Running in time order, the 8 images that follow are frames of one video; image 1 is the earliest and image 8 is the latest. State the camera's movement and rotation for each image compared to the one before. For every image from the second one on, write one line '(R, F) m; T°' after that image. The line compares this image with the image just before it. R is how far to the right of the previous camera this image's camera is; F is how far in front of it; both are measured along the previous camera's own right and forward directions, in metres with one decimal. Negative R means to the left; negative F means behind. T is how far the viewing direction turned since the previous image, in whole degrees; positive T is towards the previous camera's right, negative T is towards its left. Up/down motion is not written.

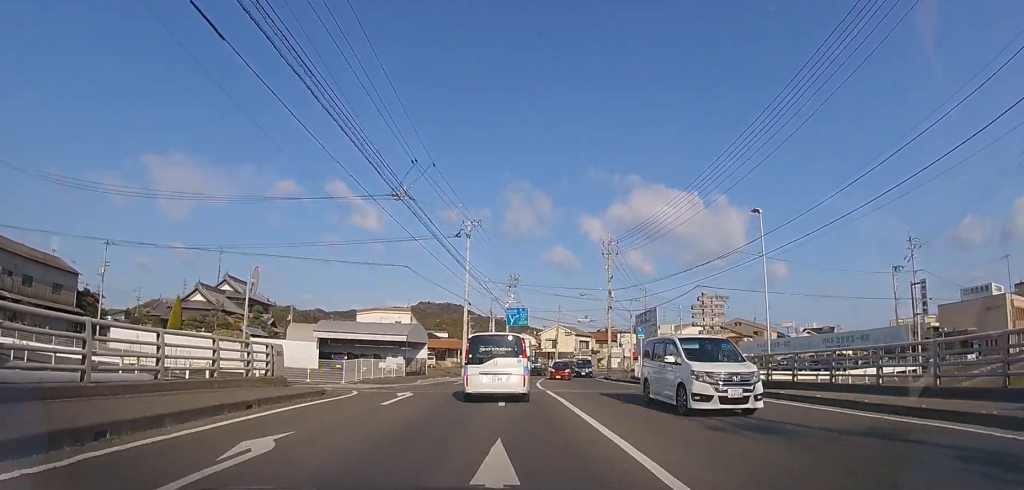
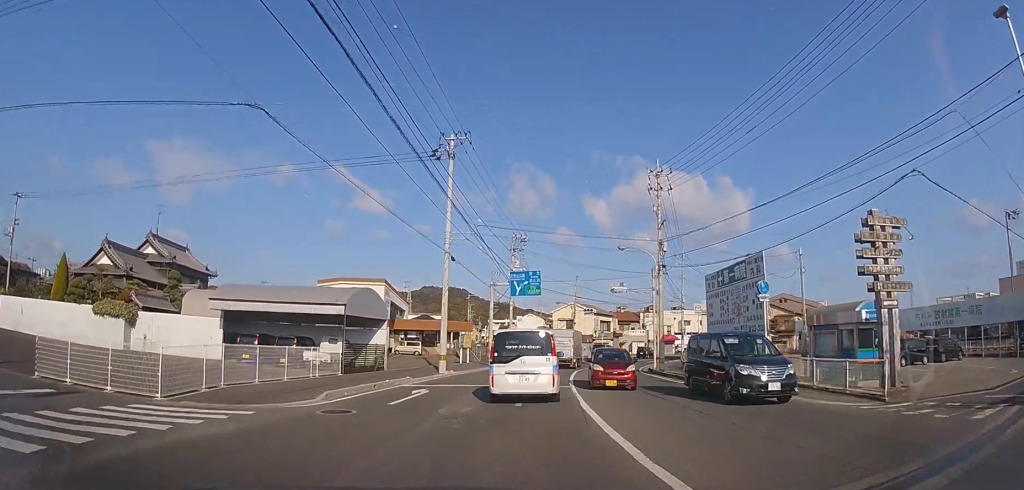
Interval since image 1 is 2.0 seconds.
(+0.1, +15.5) m; +2°
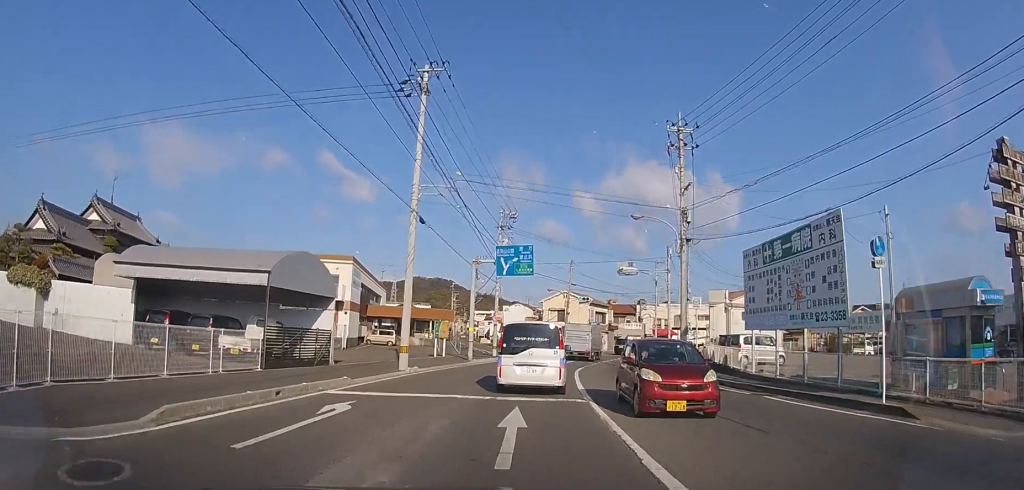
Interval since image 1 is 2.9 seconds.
(+0.1, +6.7) m; +1°
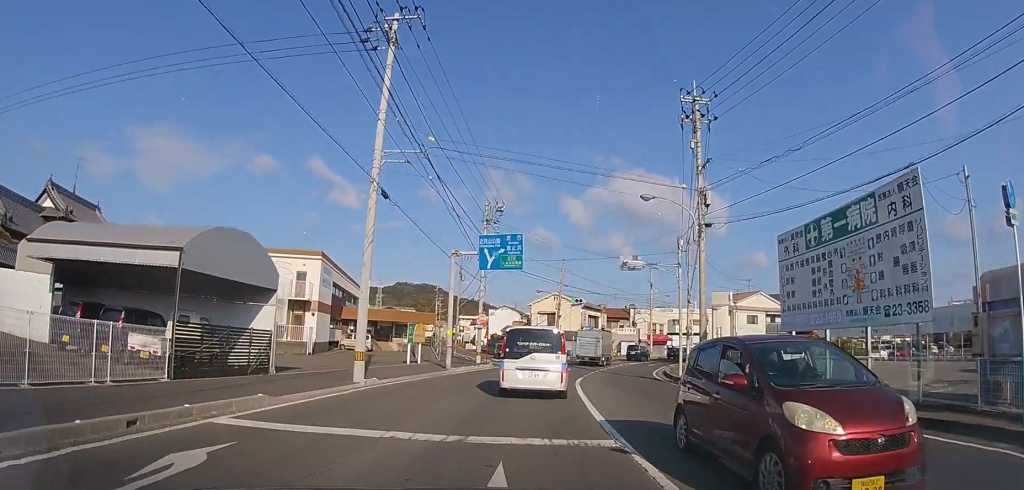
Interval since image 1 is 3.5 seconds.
(+0.1, +4.4) m; 0°
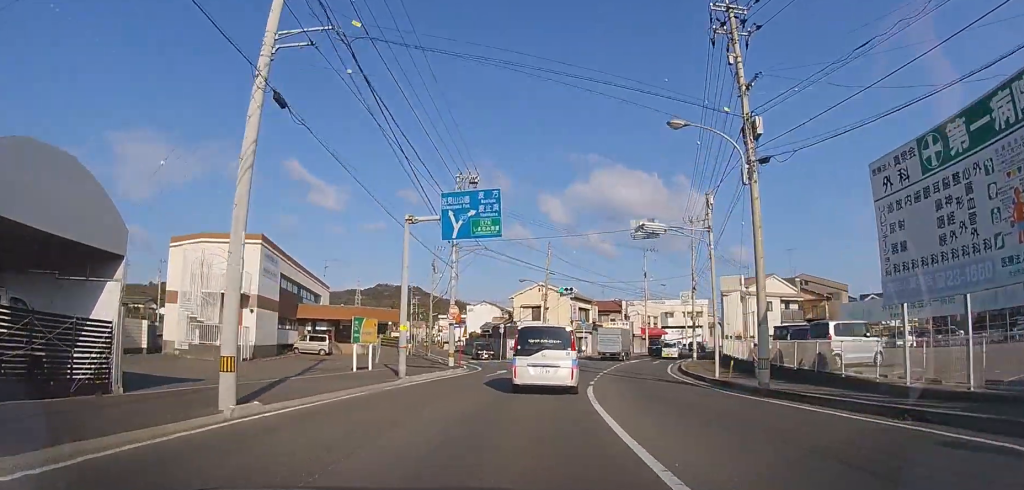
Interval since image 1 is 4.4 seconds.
(-0.1, +6.7) m; +2°
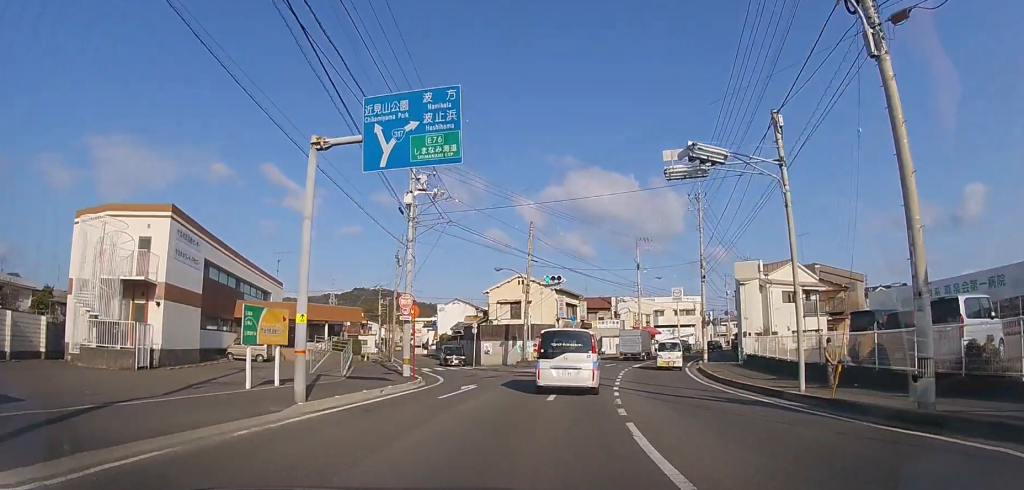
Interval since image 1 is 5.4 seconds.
(+0.4, +7.6) m; +9°
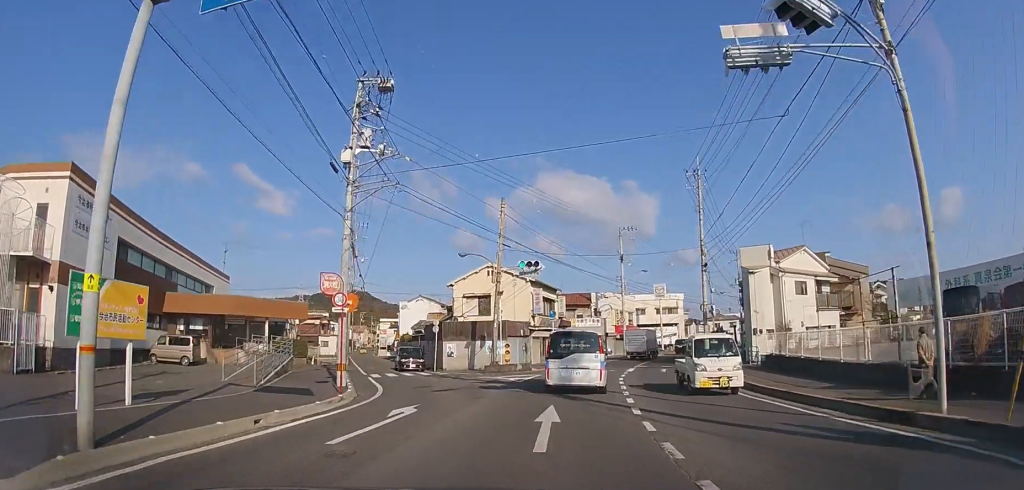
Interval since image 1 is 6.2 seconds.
(+0.6, +5.7) m; +5°
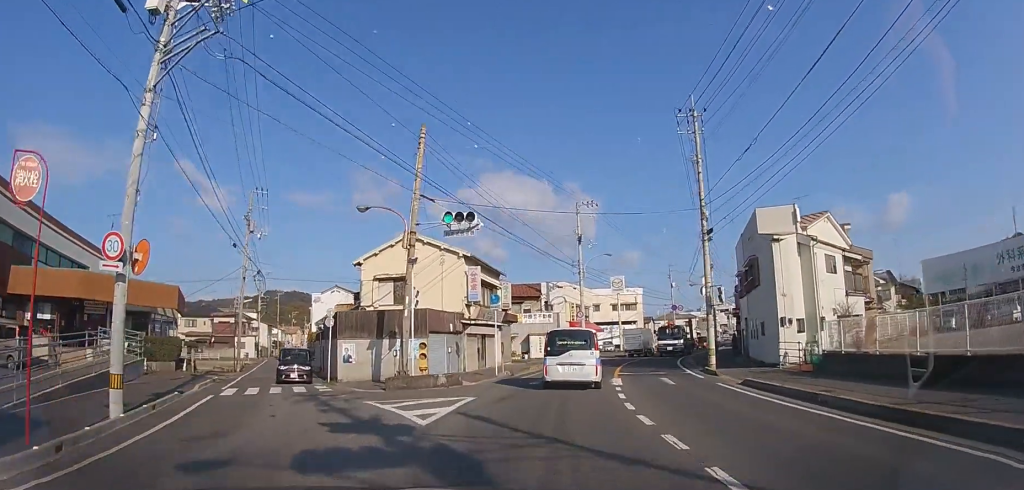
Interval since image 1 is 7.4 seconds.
(+0.3, +9.7) m; +2°
